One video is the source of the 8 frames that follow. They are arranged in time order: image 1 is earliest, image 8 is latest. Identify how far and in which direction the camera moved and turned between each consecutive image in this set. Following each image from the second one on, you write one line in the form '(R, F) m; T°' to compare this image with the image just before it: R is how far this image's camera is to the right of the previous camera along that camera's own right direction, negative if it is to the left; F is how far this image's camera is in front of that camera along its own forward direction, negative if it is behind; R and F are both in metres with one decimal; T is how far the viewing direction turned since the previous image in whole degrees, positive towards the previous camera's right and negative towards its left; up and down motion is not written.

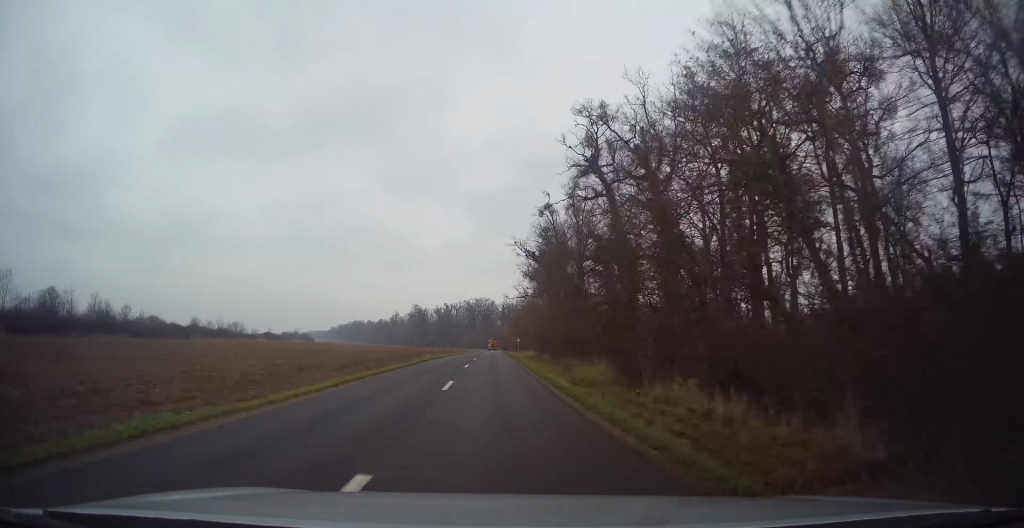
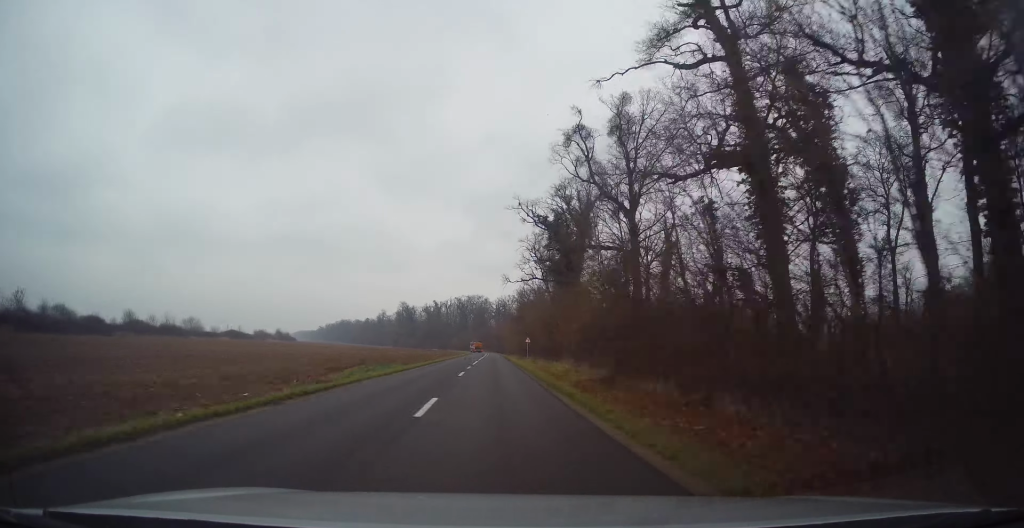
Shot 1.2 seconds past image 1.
(+0.3, +27.8) m; 0°
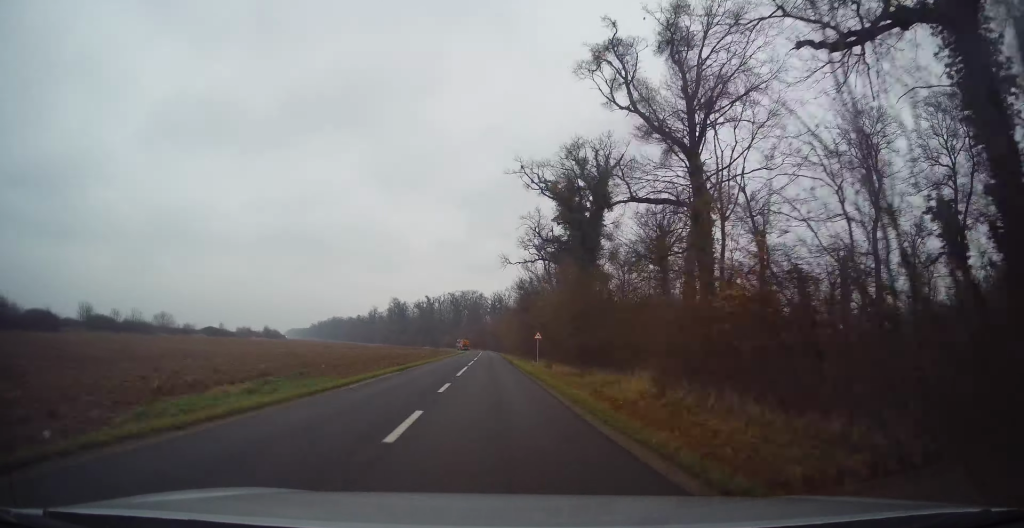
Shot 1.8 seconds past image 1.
(-0.1, +14.6) m; 0°
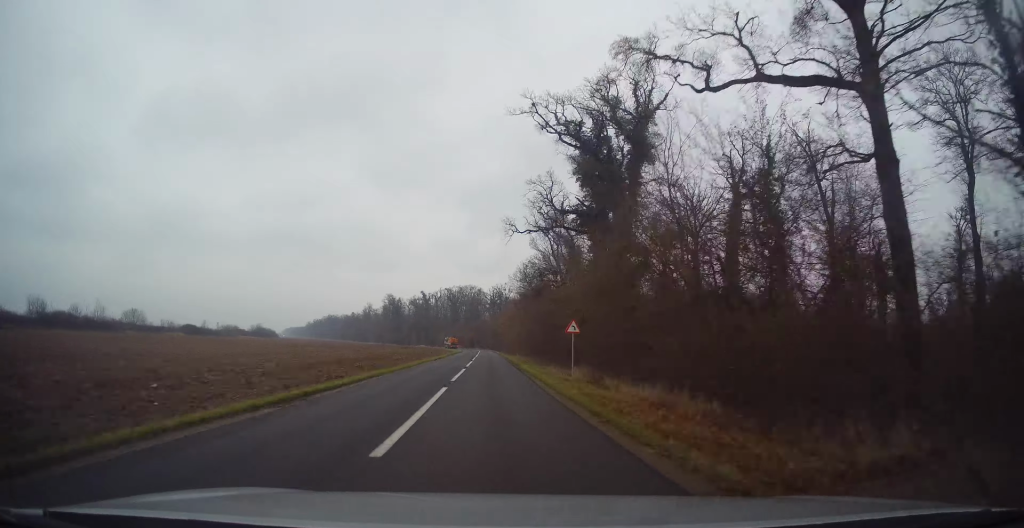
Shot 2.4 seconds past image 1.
(-0.1, +14.7) m; 0°
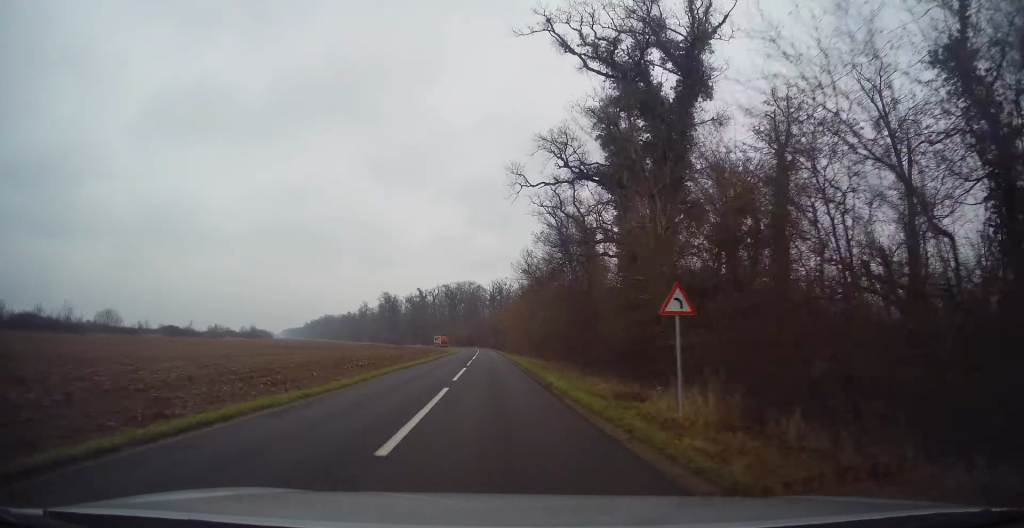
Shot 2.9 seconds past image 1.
(+0.1, +11.9) m; 0°
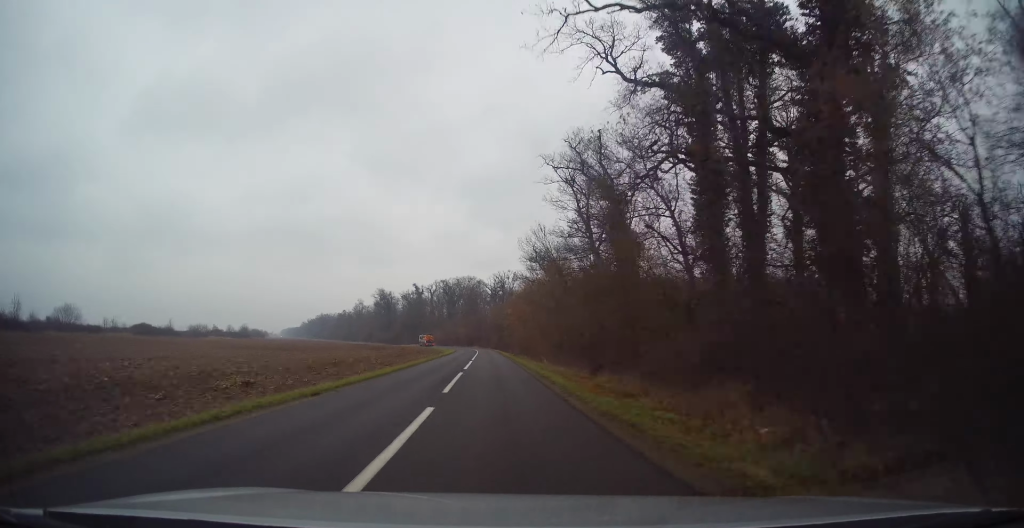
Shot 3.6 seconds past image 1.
(+0.1, +16.2) m; 0°
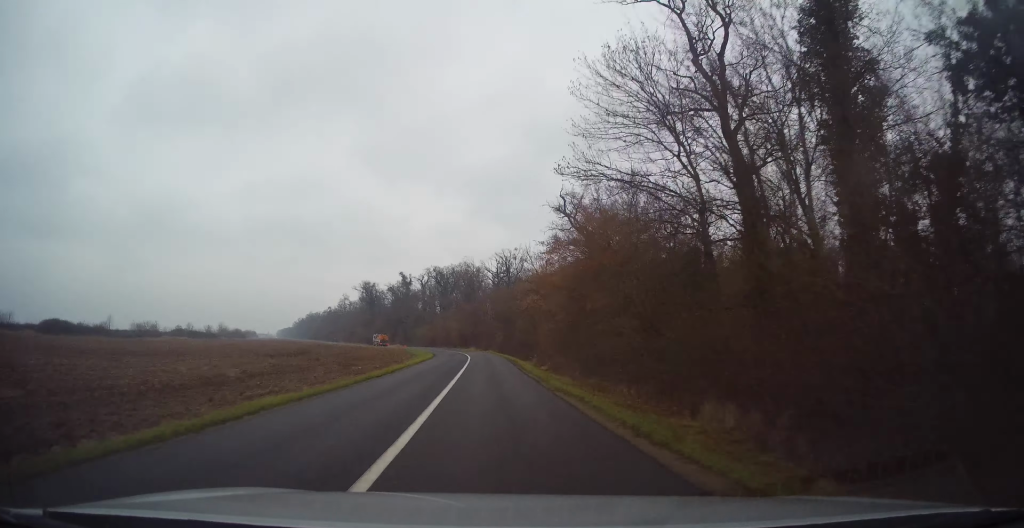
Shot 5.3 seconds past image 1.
(-0.4, +37.8) m; 0°
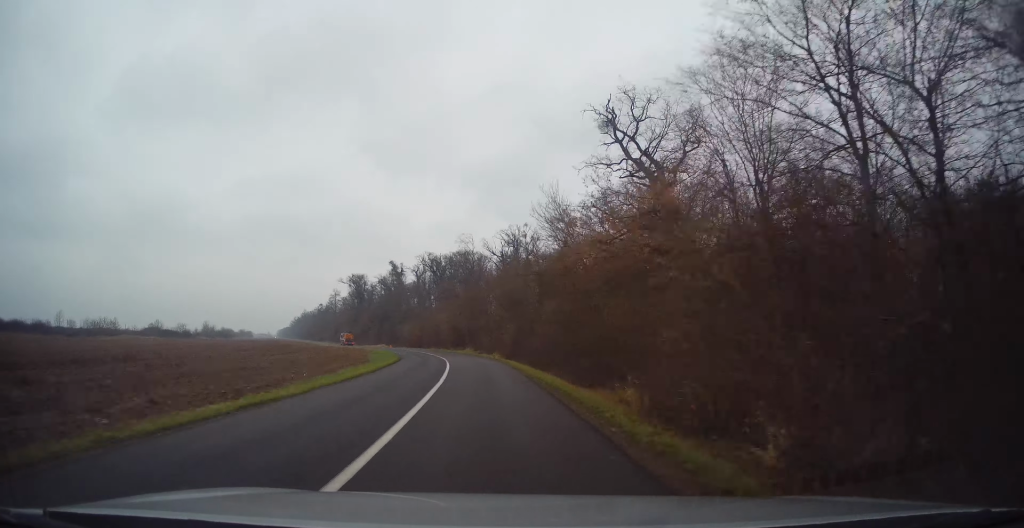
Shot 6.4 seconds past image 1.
(+0.5, +25.7) m; -1°
